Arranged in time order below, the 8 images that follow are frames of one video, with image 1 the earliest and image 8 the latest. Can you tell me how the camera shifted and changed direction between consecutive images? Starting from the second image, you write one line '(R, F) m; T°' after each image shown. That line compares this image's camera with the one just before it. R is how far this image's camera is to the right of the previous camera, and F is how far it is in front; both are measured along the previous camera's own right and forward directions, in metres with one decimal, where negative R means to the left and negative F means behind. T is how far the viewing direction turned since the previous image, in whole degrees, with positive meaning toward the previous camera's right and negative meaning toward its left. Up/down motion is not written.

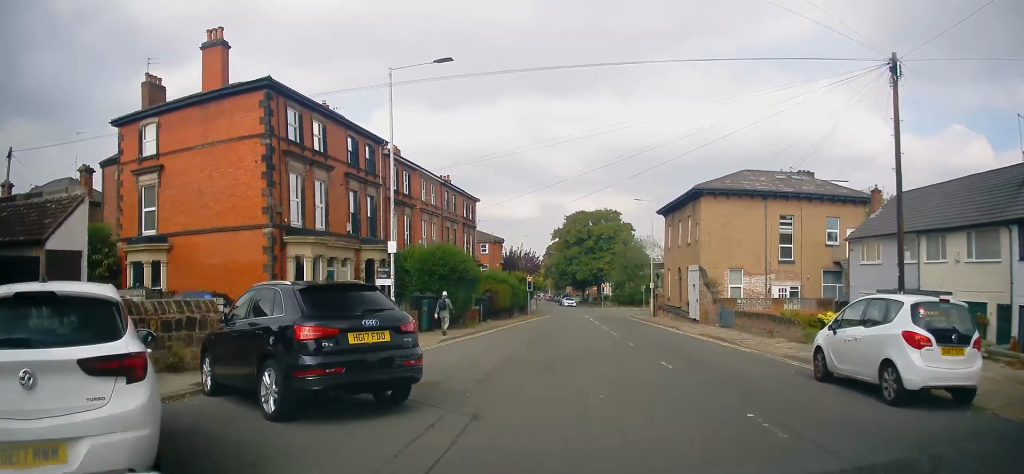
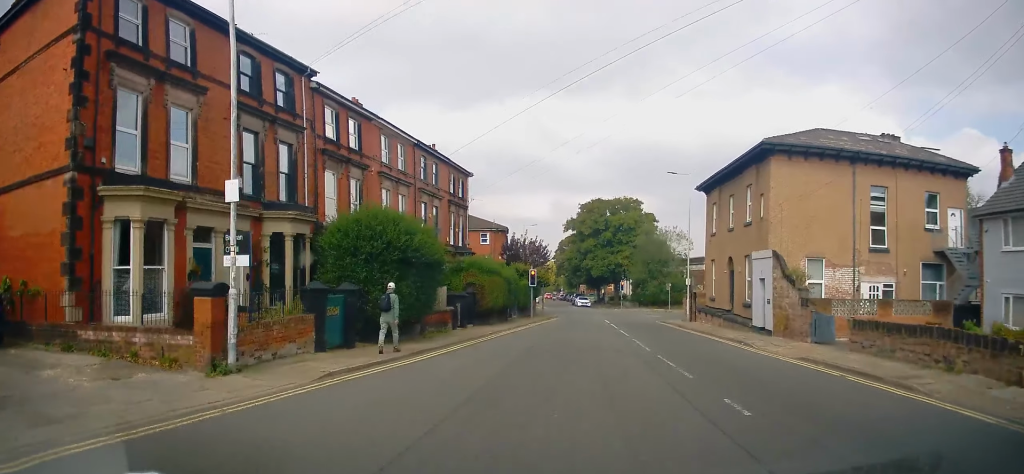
(-0.3, +11.3) m; -4°
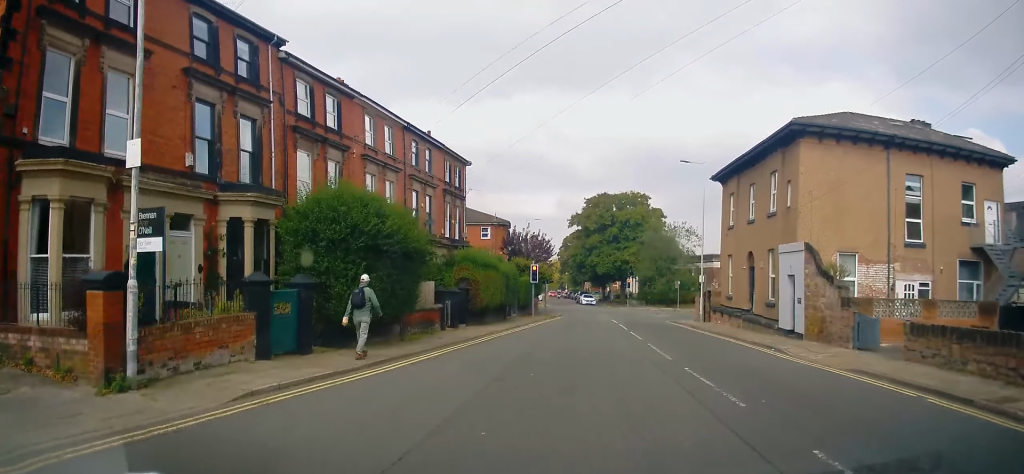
(0.0, +3.1) m; 0°
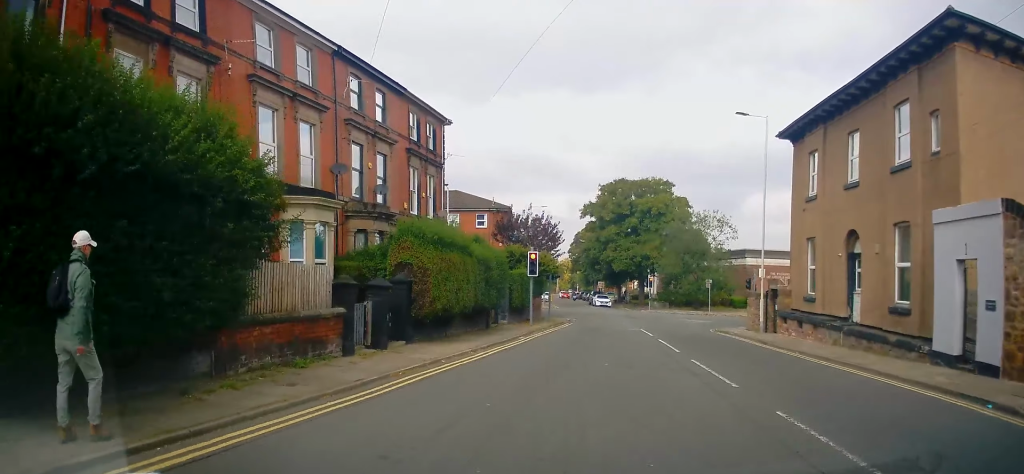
(0.0, +10.8) m; 0°
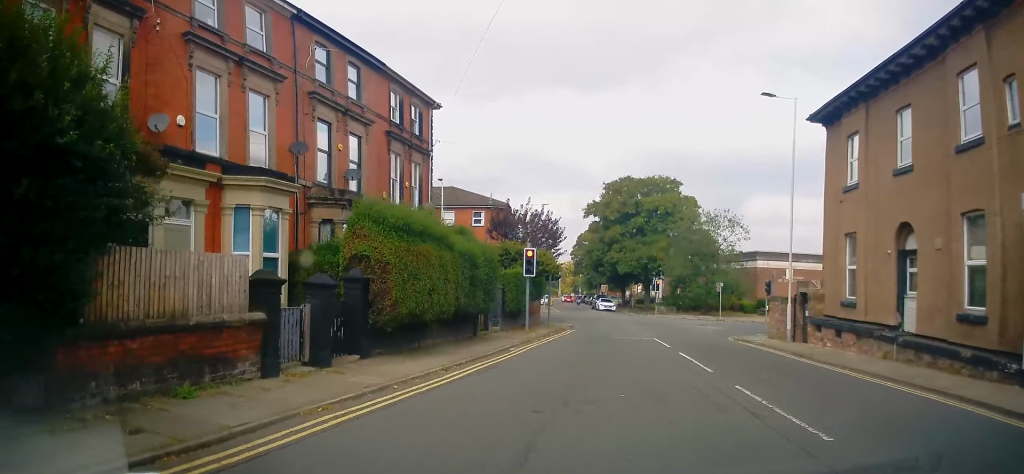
(0.0, +3.6) m; -1°
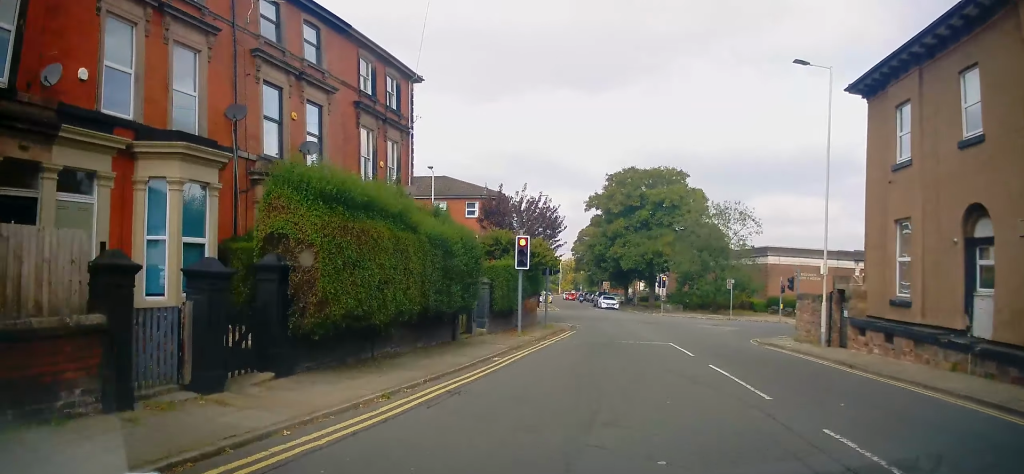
(0.0, +3.8) m; -1°
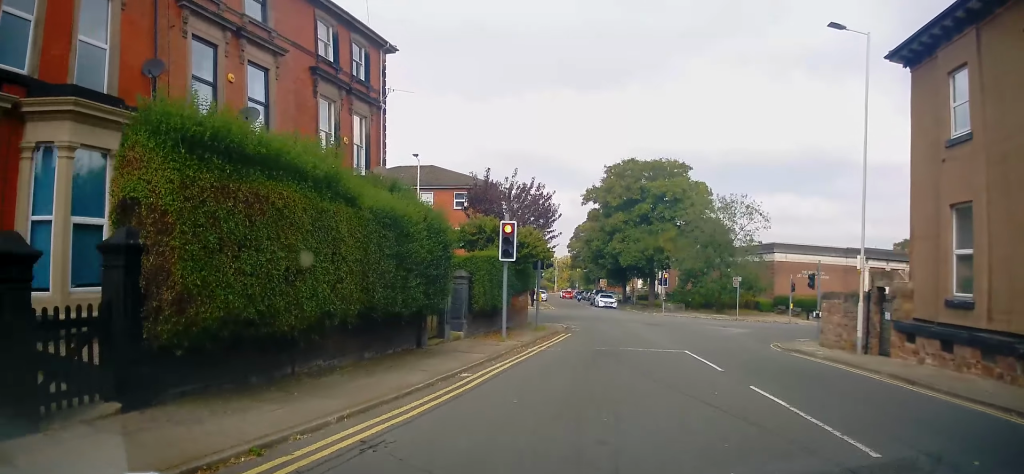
(-0.1, +3.5) m; 0°
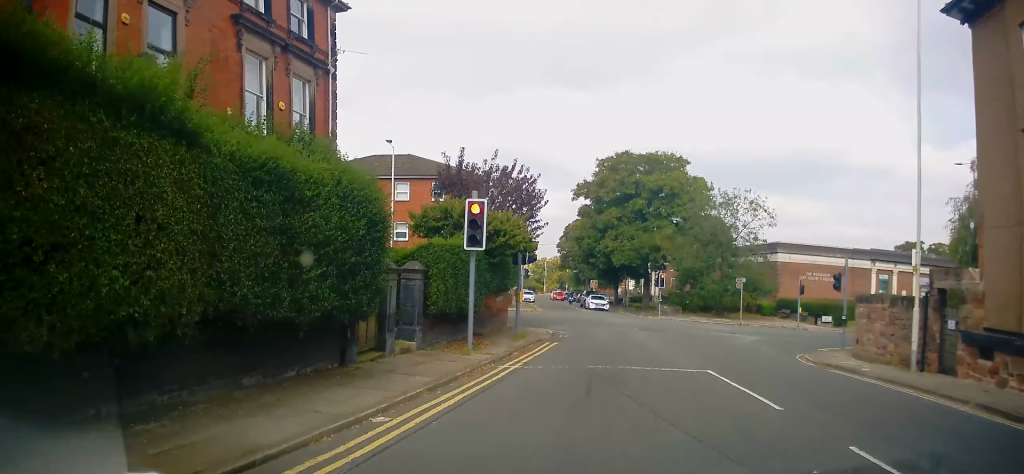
(+0.1, +4.0) m; +3°
